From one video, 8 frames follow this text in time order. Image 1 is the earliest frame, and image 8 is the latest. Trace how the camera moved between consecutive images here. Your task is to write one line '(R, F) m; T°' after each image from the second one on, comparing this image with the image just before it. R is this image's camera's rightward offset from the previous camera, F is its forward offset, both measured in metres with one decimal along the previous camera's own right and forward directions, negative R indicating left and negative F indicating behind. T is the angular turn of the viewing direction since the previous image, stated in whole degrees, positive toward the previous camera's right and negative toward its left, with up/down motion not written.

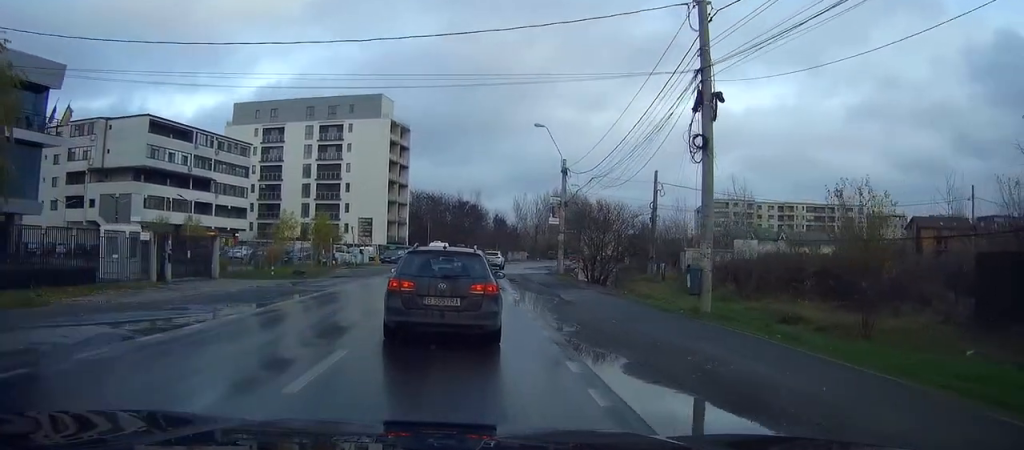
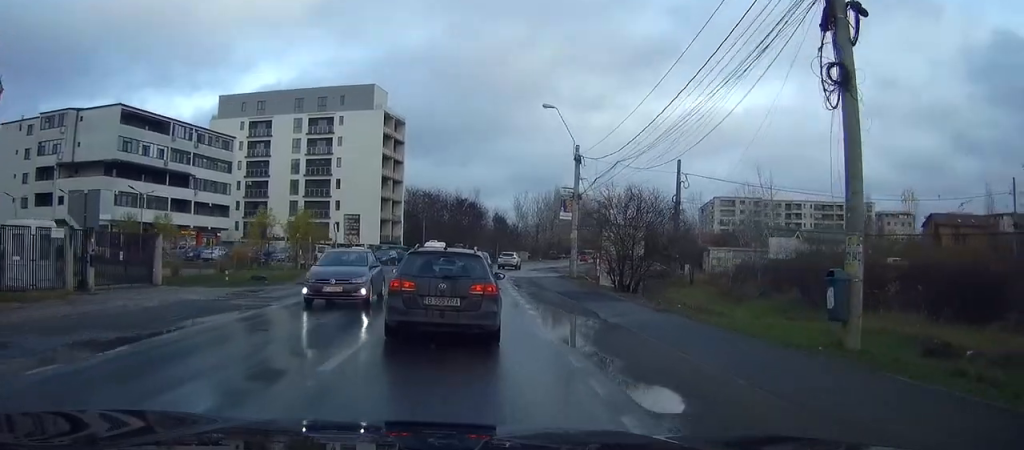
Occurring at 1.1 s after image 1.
(+0.3, +6.8) m; +6°
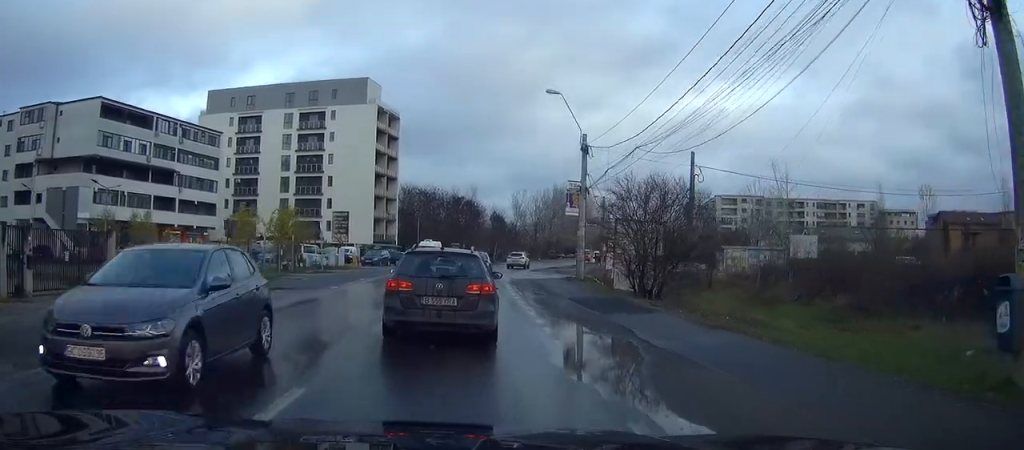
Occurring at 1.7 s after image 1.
(+0.1, +3.9) m; +4°
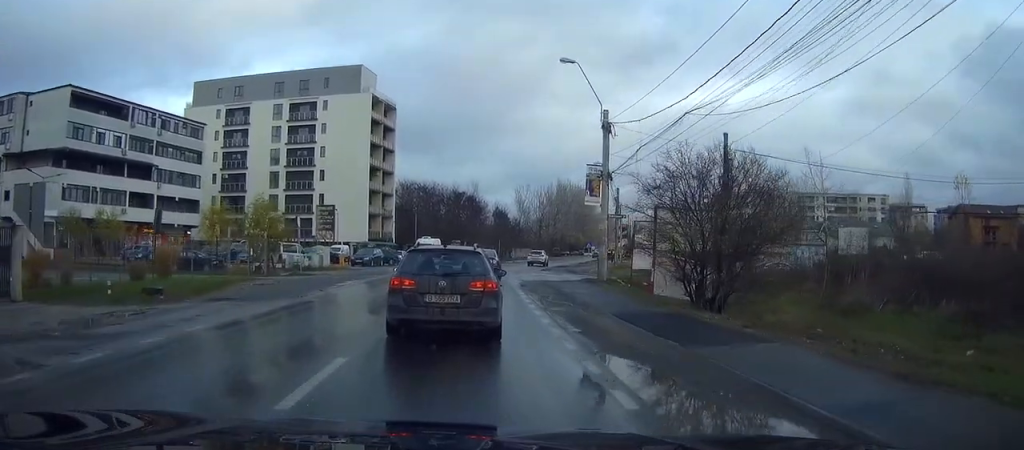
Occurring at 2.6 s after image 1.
(+0.3, +6.3) m; +1°
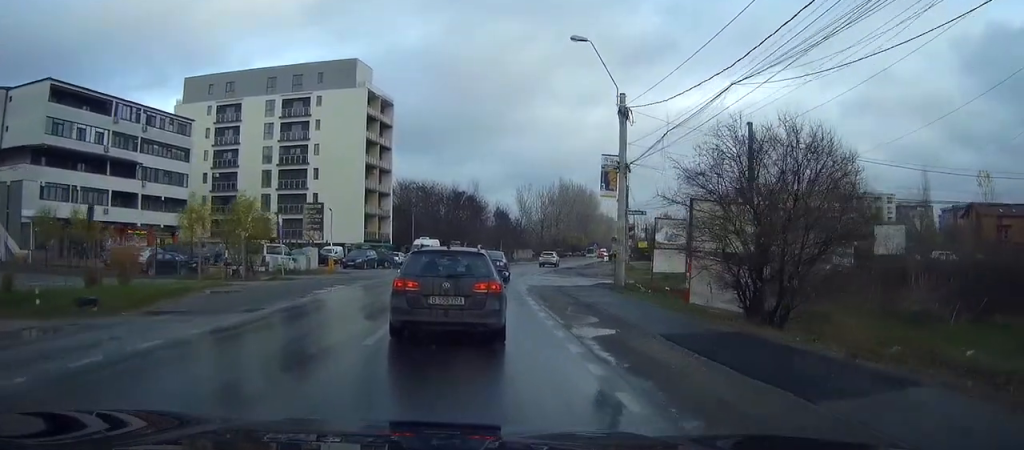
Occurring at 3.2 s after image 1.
(0.0, +3.9) m; -1°
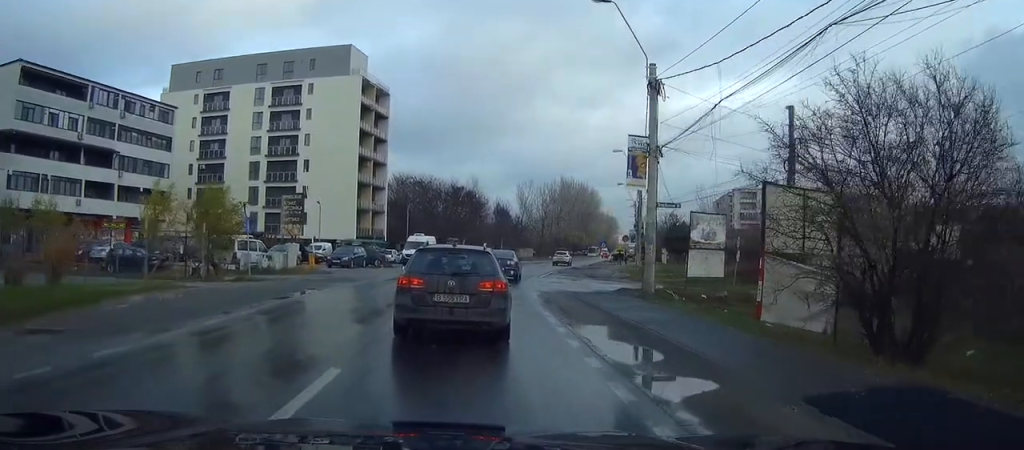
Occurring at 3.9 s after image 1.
(-0.1, +5.2) m; -3°
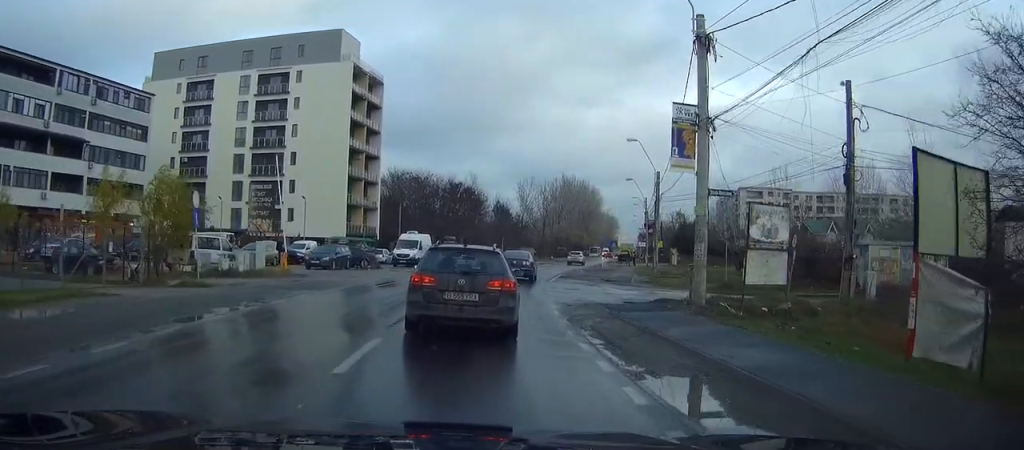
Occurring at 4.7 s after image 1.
(-0.2, +6.0) m; +1°
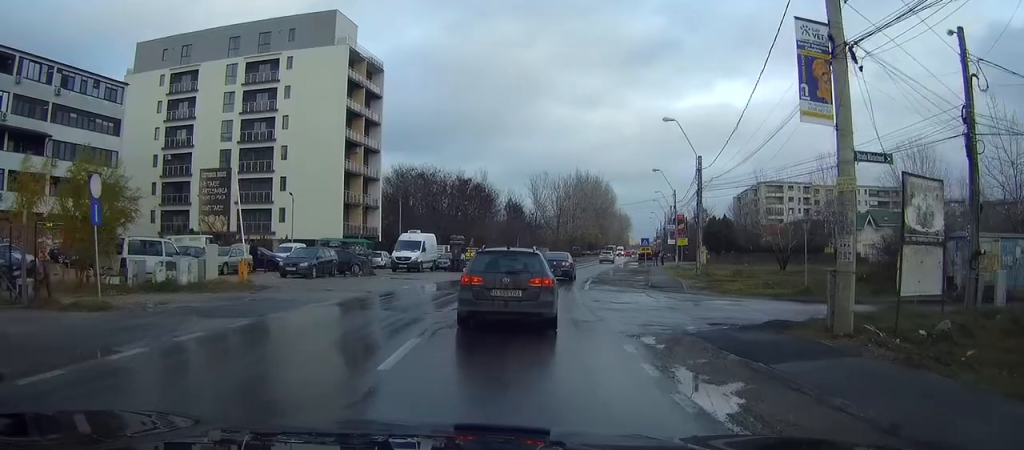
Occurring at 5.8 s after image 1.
(+0.3, +8.1) m; +2°
